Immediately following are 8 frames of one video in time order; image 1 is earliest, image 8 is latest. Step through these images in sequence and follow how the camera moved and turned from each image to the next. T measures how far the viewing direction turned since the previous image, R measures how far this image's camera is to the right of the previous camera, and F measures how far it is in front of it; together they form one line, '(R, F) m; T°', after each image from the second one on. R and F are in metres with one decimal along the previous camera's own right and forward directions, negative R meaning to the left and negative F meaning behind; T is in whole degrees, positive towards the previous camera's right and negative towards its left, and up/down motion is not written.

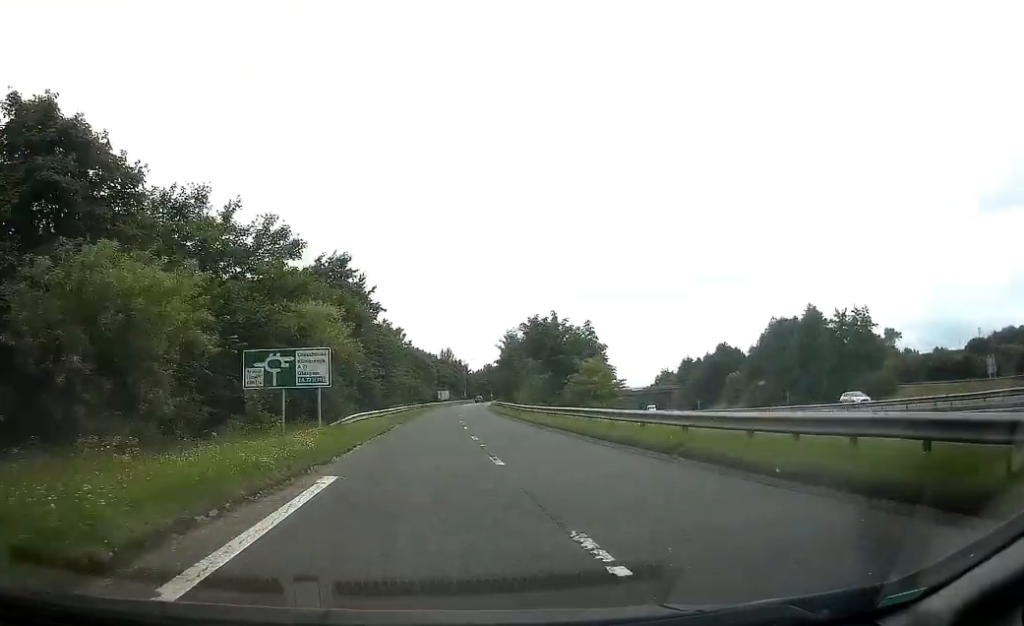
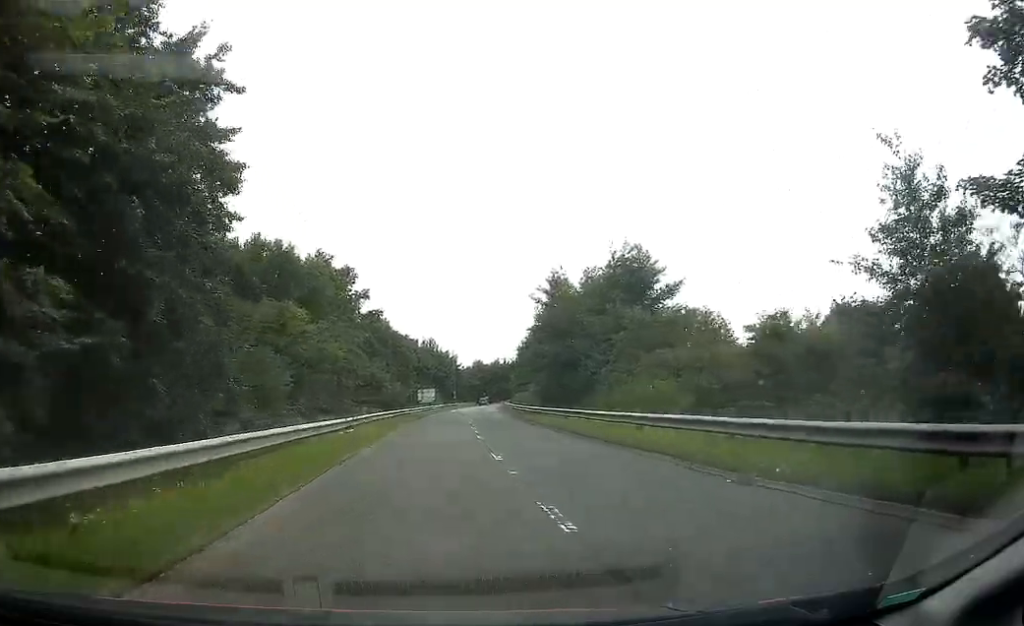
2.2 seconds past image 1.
(-0.5, +40.7) m; 0°
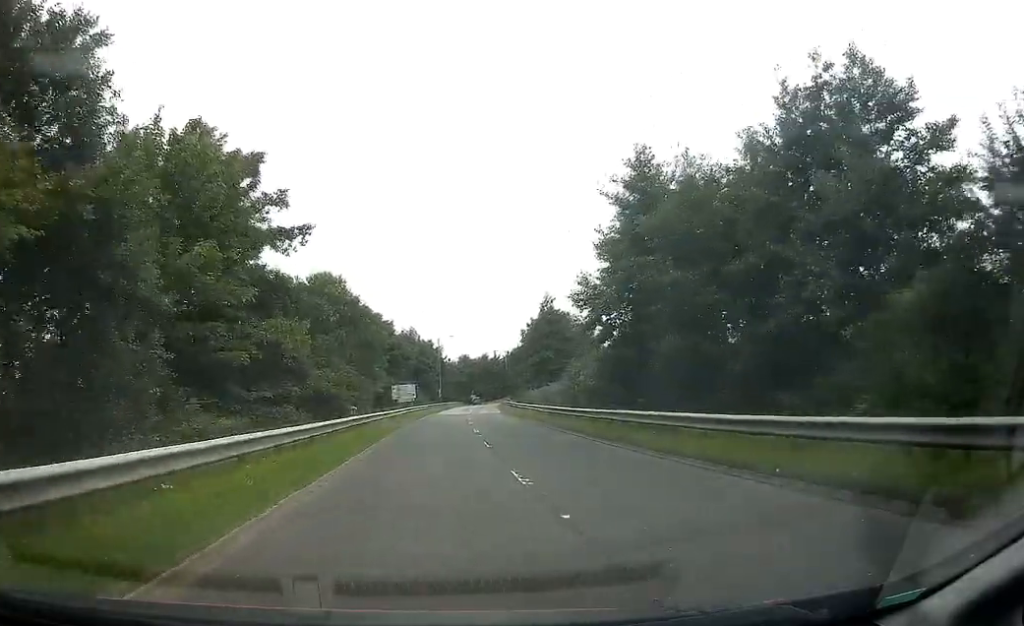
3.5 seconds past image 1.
(+0.2, +22.2) m; +1°
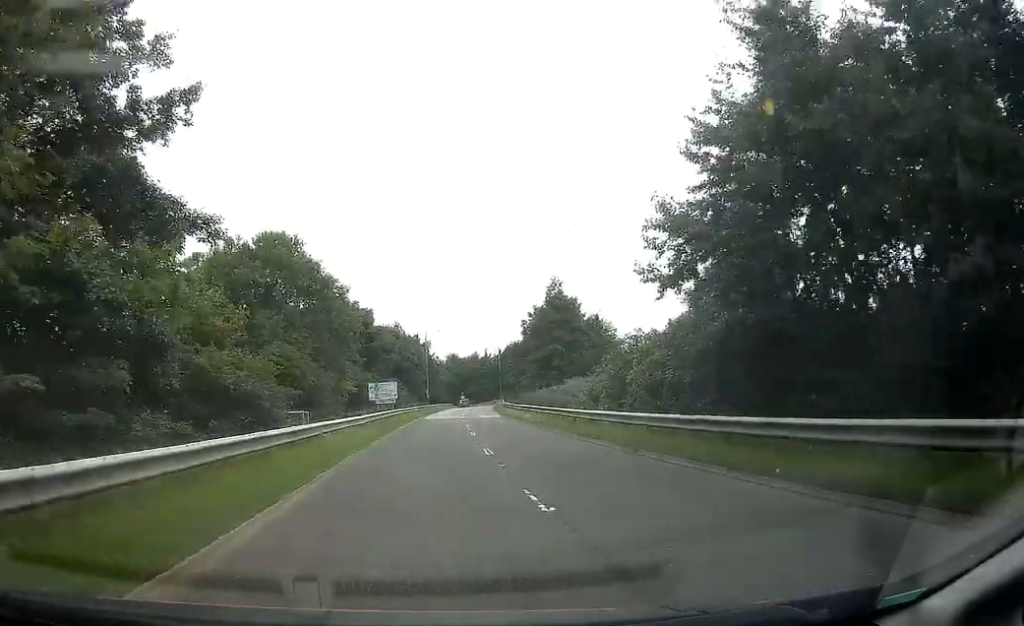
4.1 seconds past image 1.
(0.0, +10.8) m; +1°
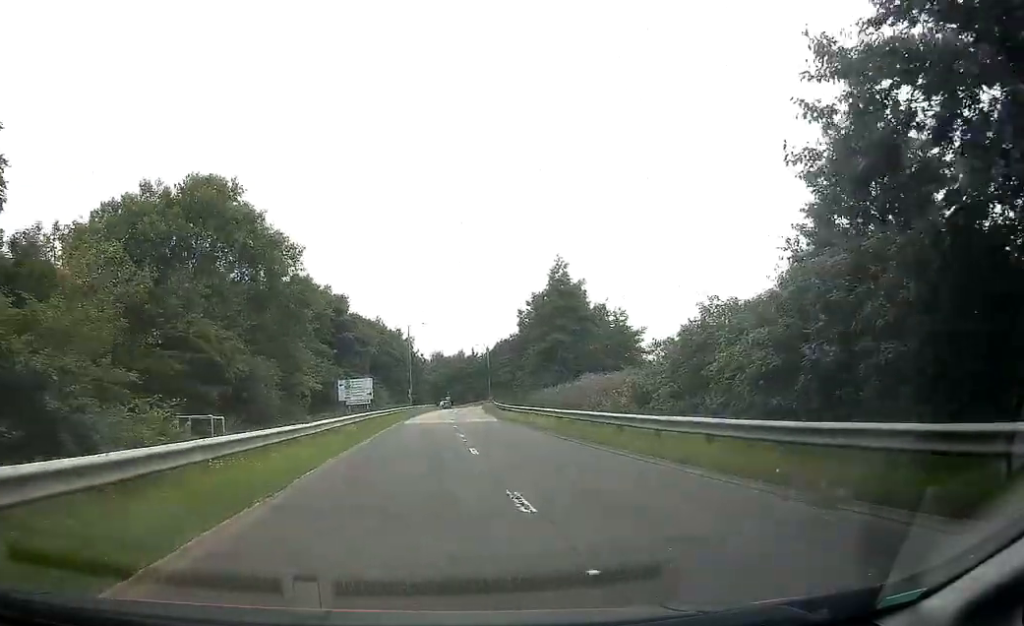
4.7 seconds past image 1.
(+0.1, +8.8) m; +1°
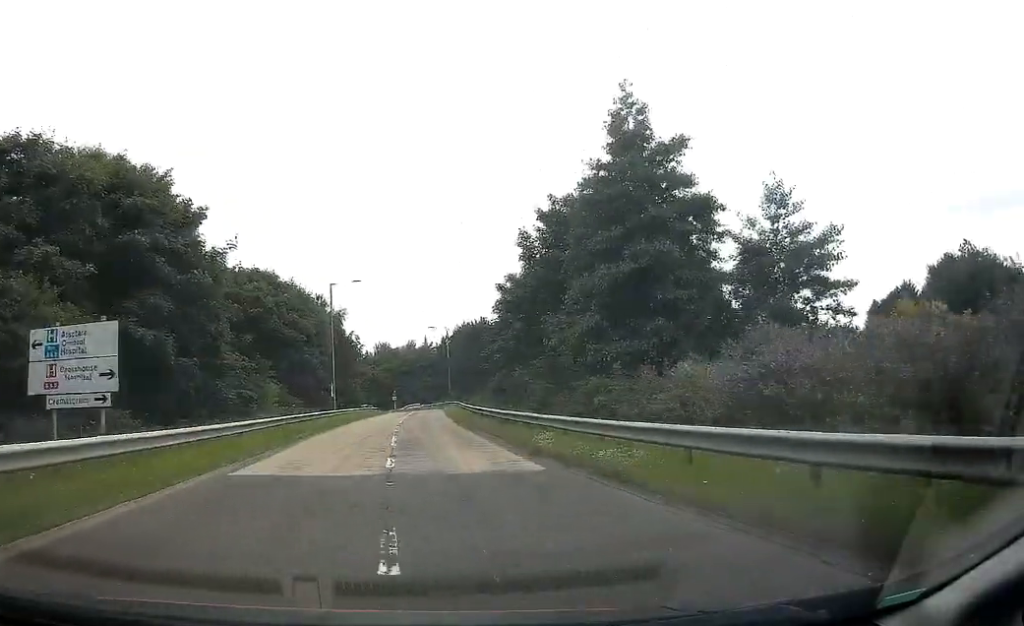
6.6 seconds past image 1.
(+0.9, +29.0) m; +4°
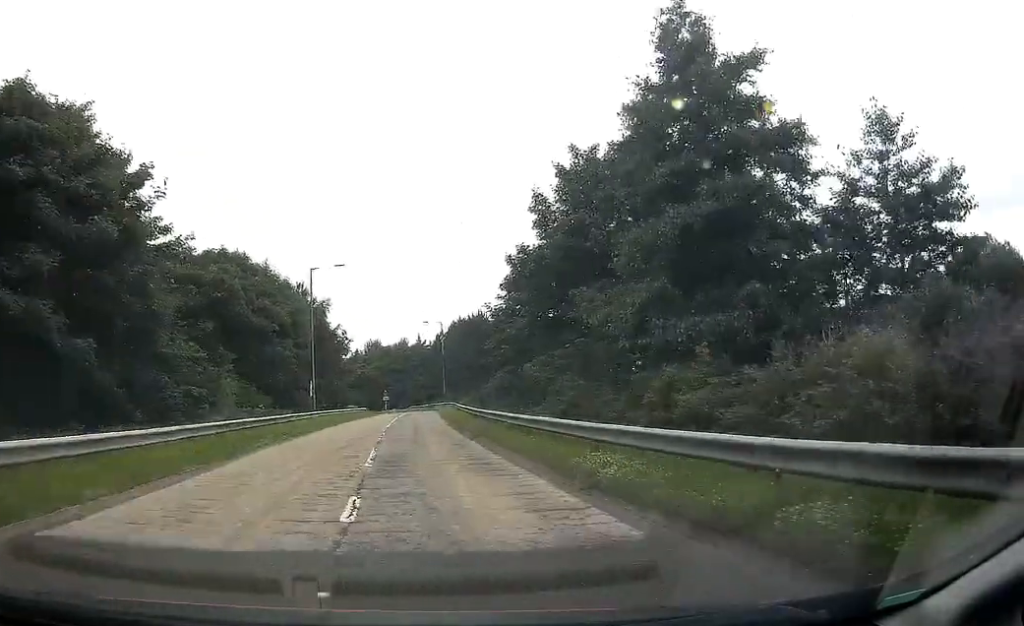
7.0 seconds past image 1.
(+0.1, +5.8) m; +1°
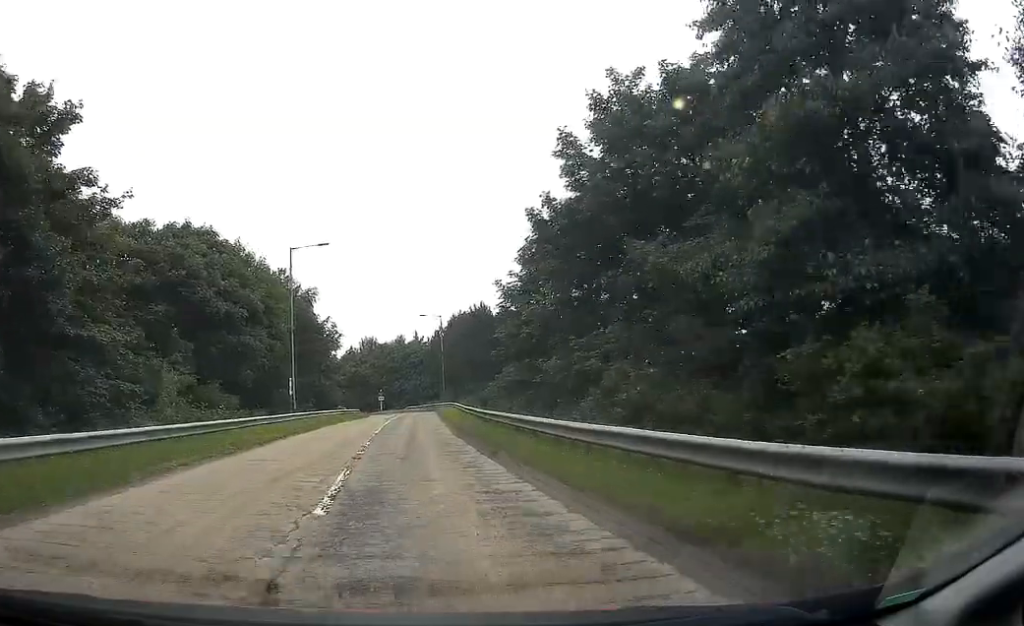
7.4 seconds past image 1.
(+0.1, +6.2) m; +1°
